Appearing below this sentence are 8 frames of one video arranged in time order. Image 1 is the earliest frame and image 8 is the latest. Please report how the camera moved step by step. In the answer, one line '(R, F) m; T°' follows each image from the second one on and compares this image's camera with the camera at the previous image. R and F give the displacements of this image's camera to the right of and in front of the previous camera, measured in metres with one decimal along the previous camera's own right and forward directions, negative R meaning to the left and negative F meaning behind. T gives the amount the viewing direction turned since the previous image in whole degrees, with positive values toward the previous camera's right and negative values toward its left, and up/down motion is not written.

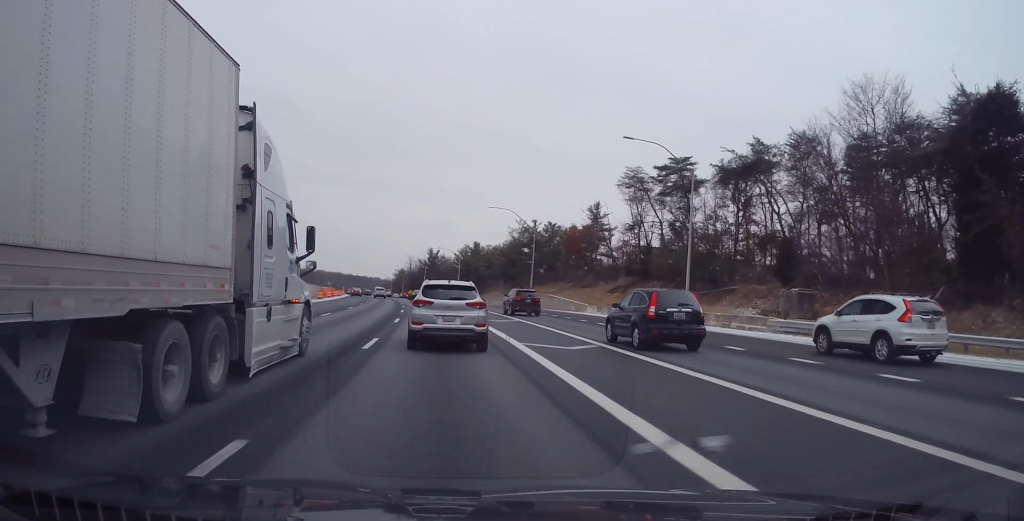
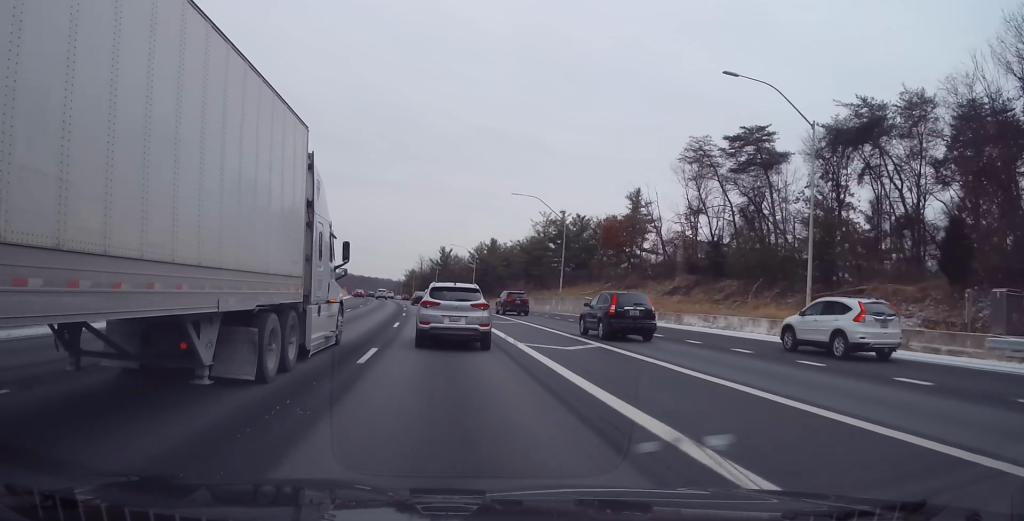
(0.0, +15.0) m; -1°
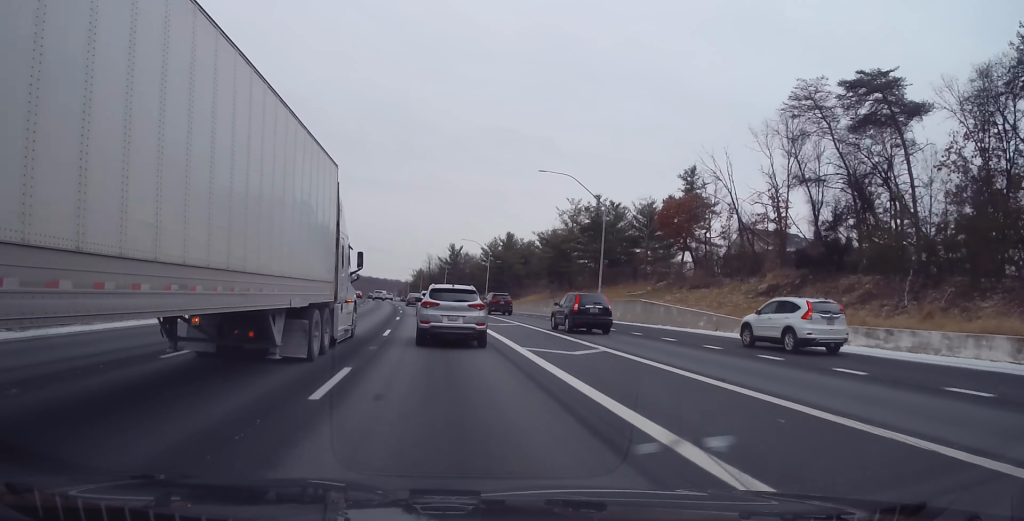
(-0.4, +16.5) m; -1°
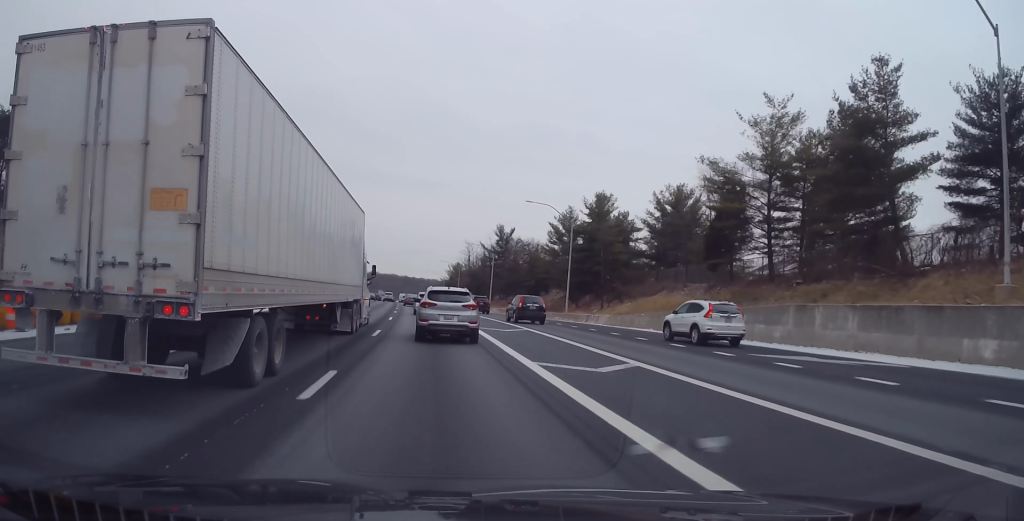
(-1.3, +49.5) m; -4°
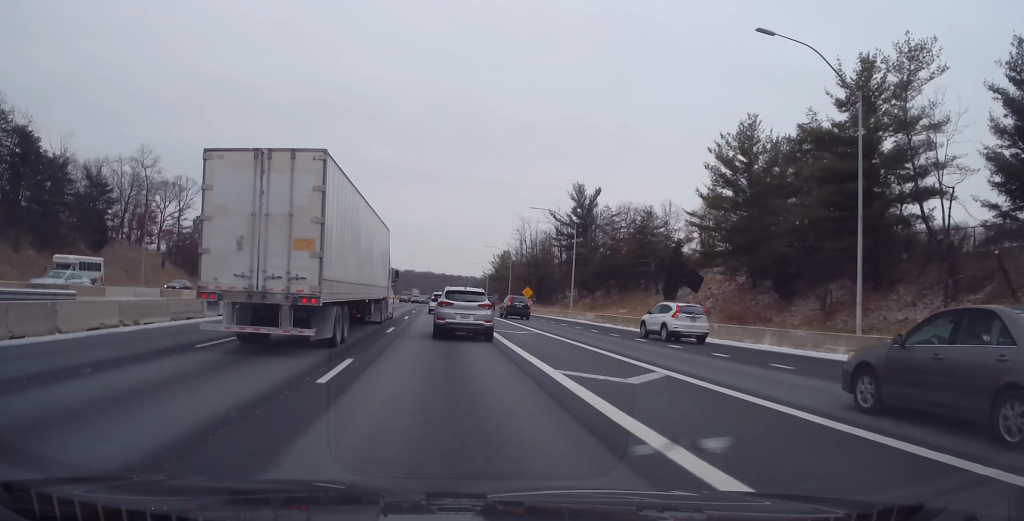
(-1.3, +47.4) m; -2°
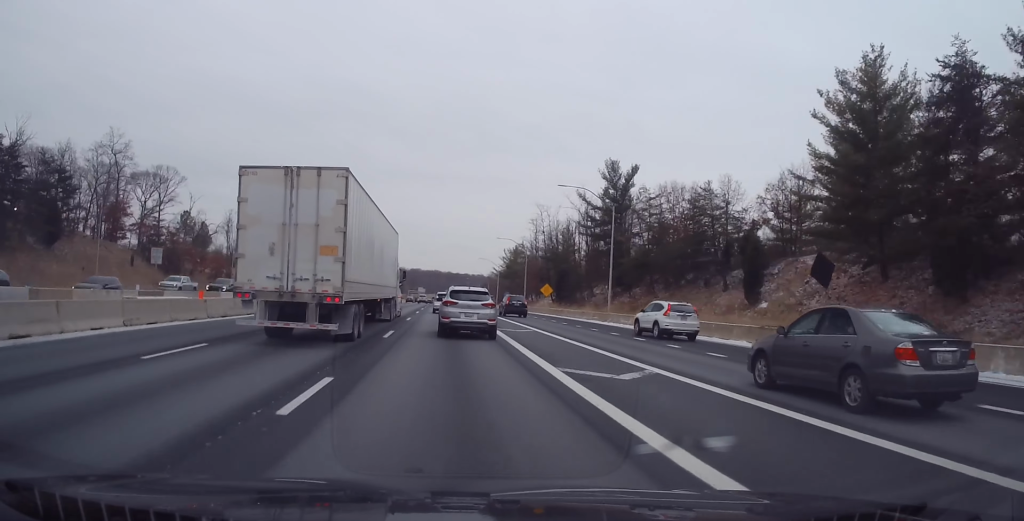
(-0.1, +15.1) m; 0°
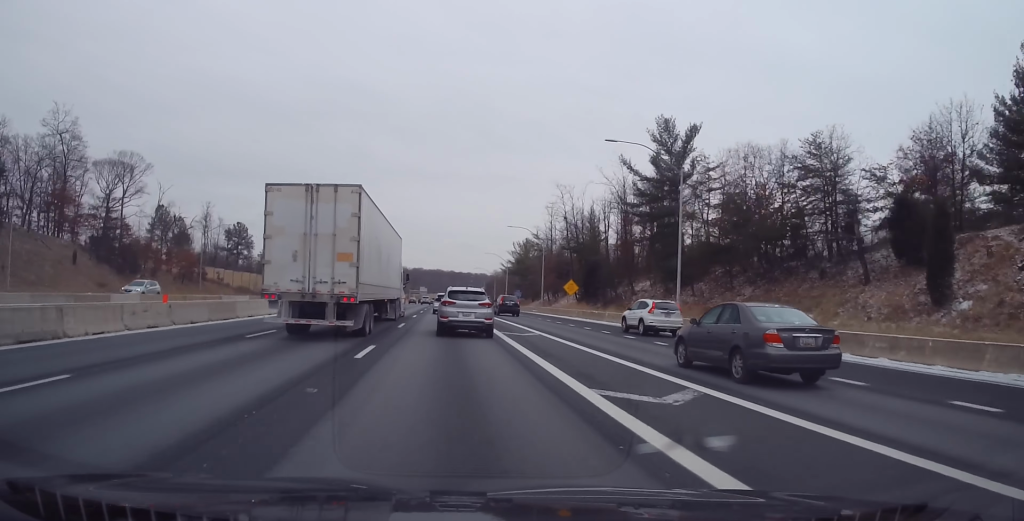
(-0.1, +18.0) m; 0°
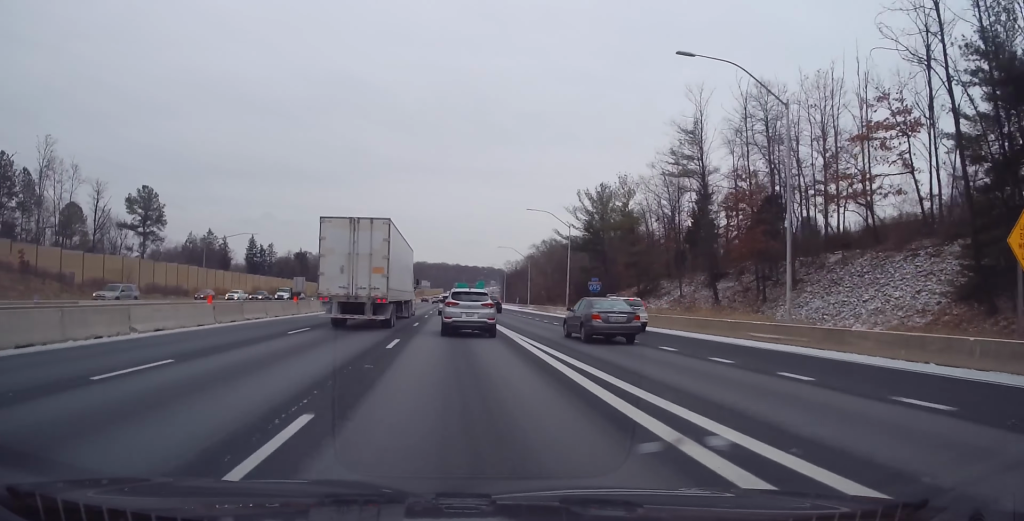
(-0.5, +71.2) m; -1°
